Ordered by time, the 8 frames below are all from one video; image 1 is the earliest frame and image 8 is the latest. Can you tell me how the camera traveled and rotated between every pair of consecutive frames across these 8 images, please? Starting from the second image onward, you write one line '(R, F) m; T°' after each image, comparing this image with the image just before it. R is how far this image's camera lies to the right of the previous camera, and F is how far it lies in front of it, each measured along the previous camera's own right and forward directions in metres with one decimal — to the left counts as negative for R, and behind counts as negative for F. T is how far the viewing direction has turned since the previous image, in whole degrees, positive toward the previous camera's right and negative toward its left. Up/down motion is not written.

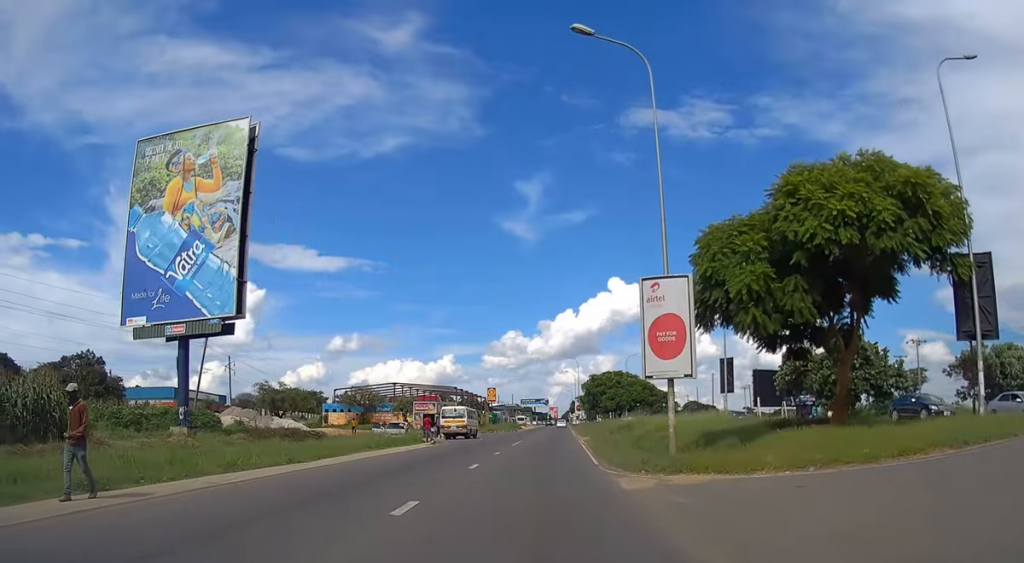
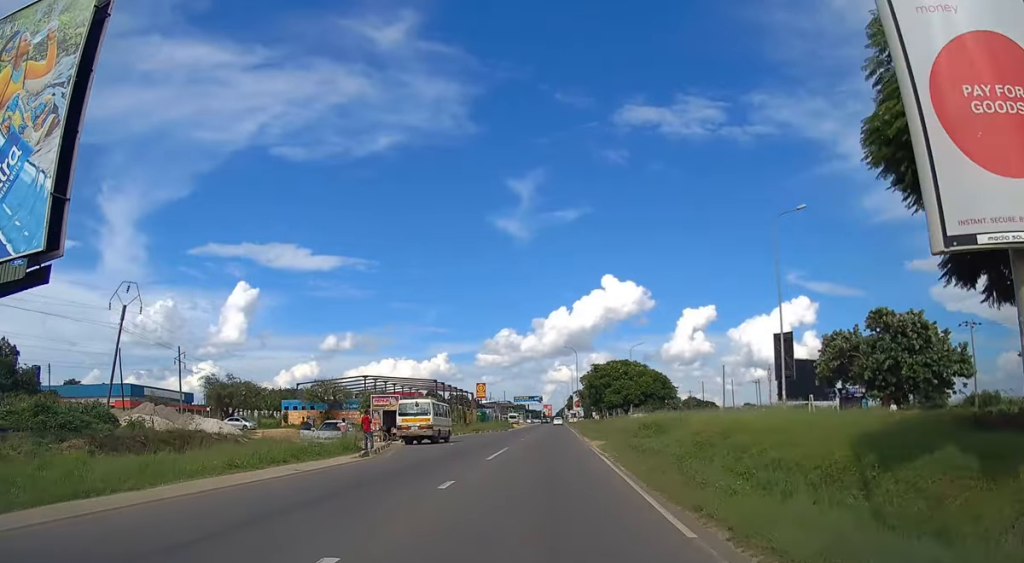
(+0.1, +14.2) m; 0°
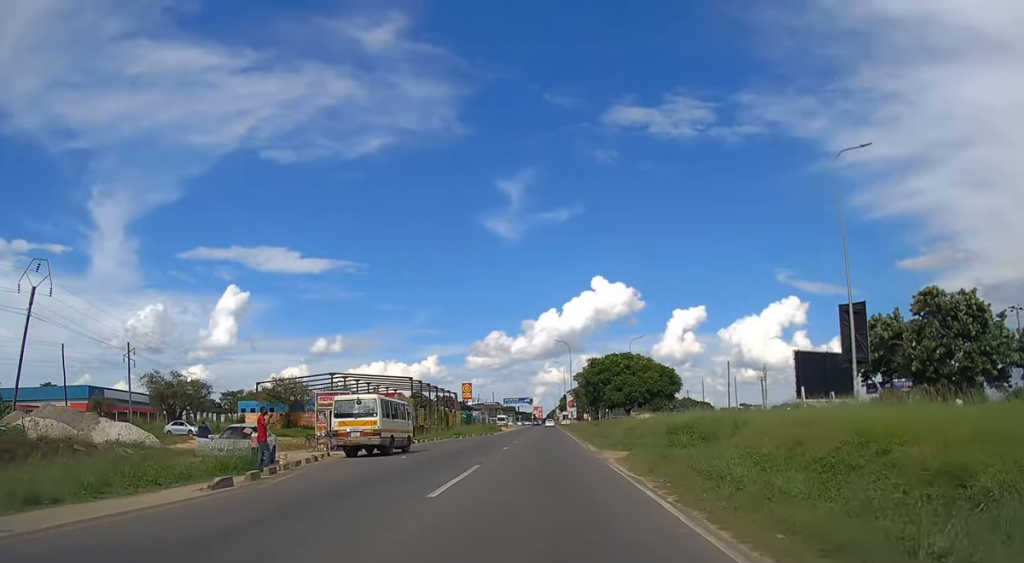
(-0.1, +10.5) m; +1°
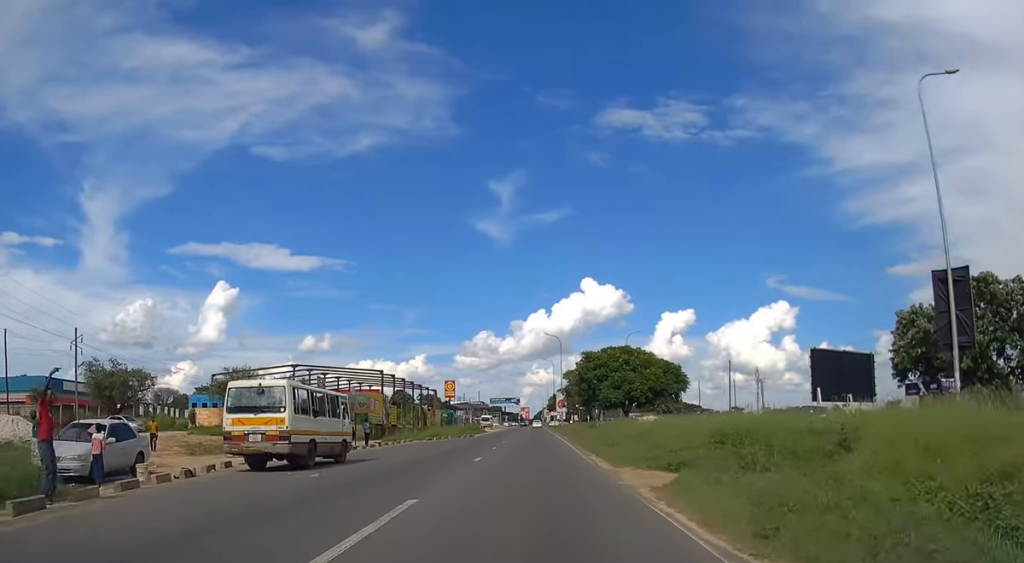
(+0.2, +8.8) m; +1°
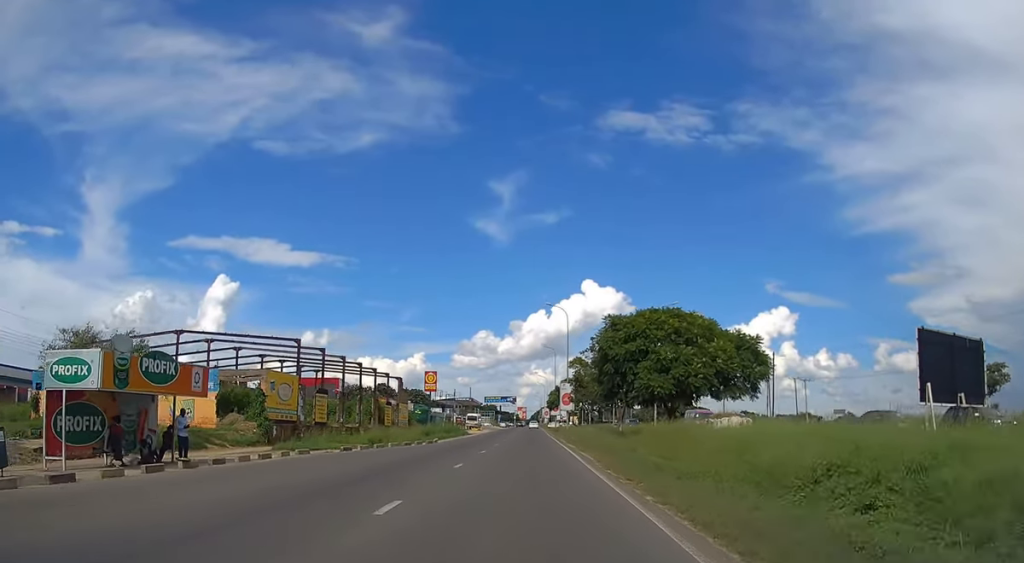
(+0.2, +23.4) m; +1°
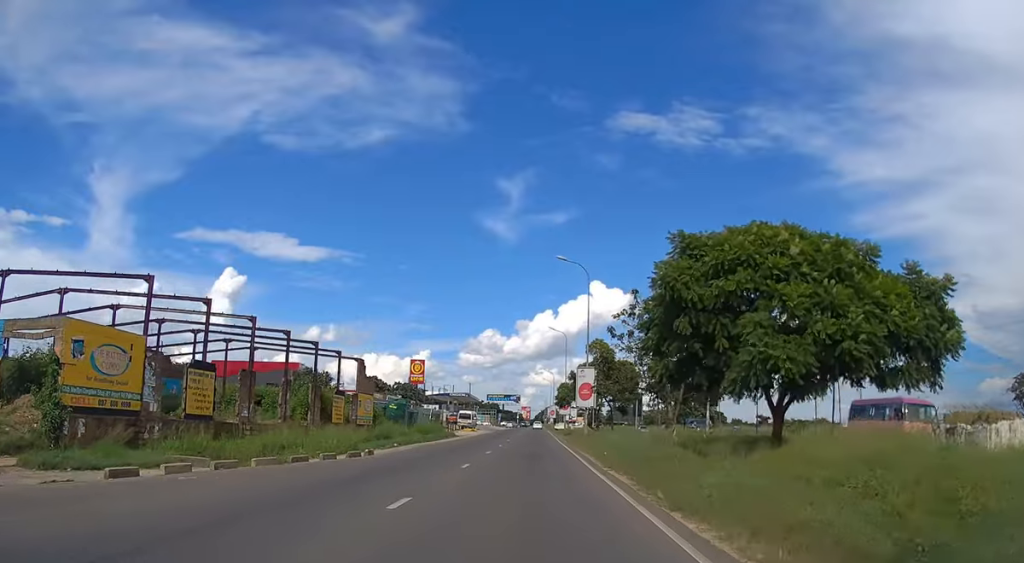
(+0.1, +18.9) m; 0°
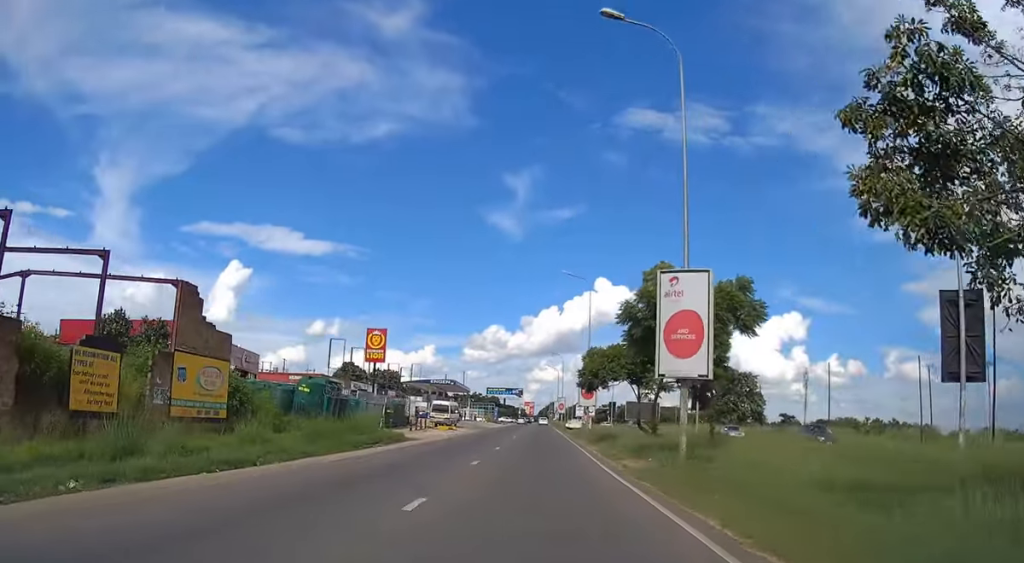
(-0.1, +29.2) m; -1°
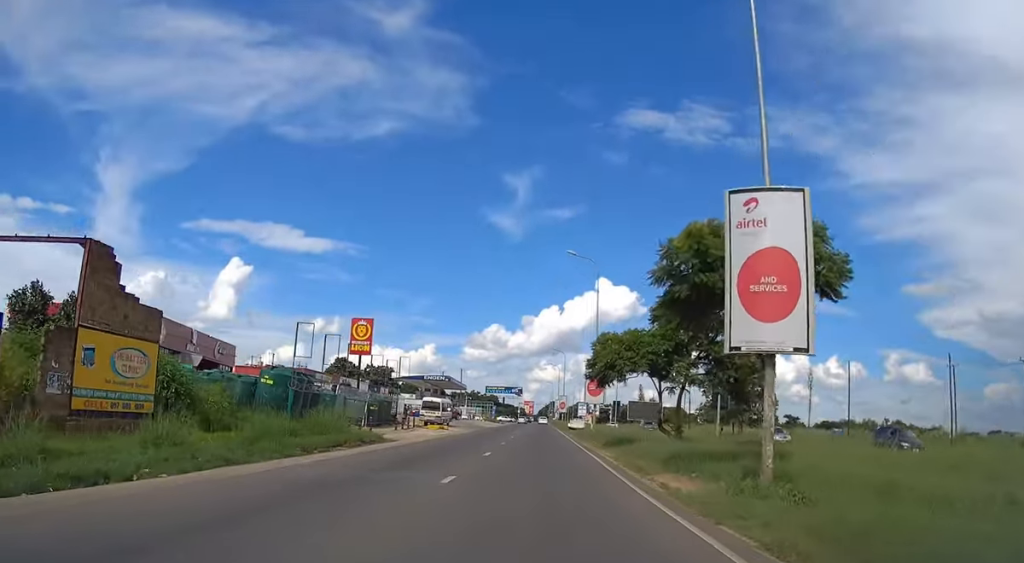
(0.0, +6.2) m; 0°
